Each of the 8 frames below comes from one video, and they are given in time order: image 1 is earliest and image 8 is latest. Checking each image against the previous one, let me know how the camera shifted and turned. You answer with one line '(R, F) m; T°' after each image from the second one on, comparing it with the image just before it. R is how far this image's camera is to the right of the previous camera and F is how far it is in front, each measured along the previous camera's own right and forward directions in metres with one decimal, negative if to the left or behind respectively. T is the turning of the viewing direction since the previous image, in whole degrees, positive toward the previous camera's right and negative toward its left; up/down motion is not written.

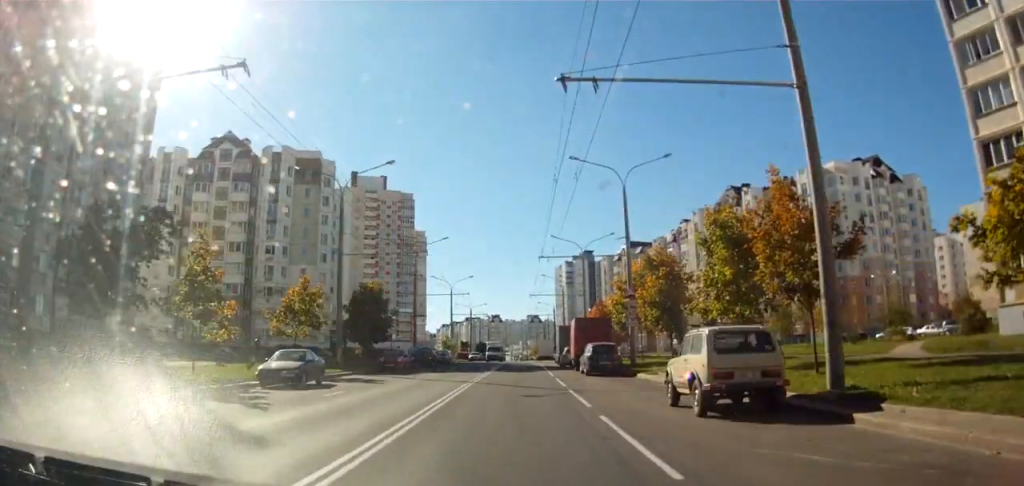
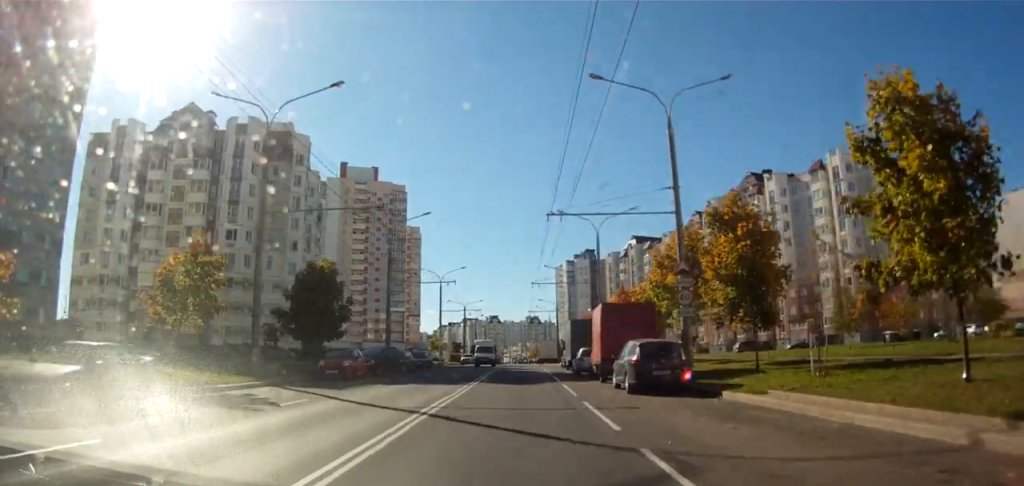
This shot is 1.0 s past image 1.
(0.0, +12.1) m; 0°
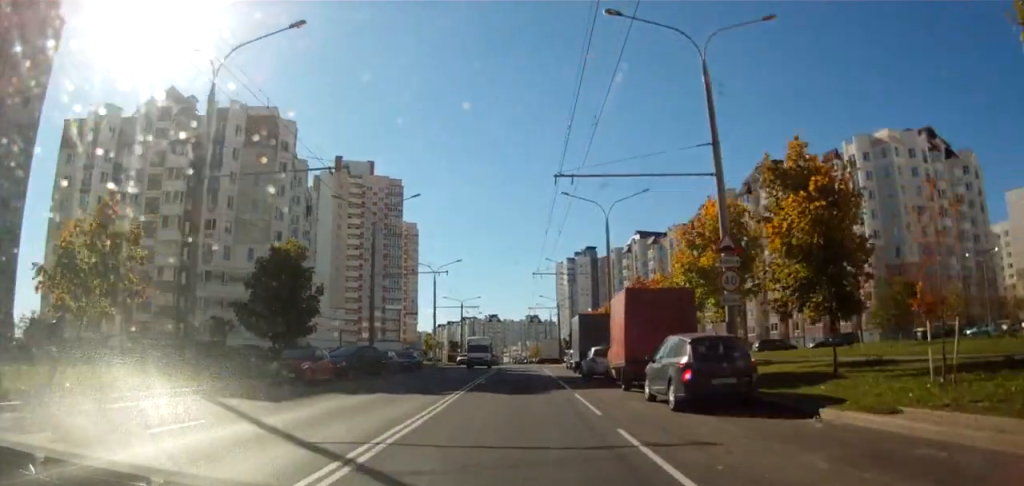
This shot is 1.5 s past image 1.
(0.0, +5.6) m; 0°
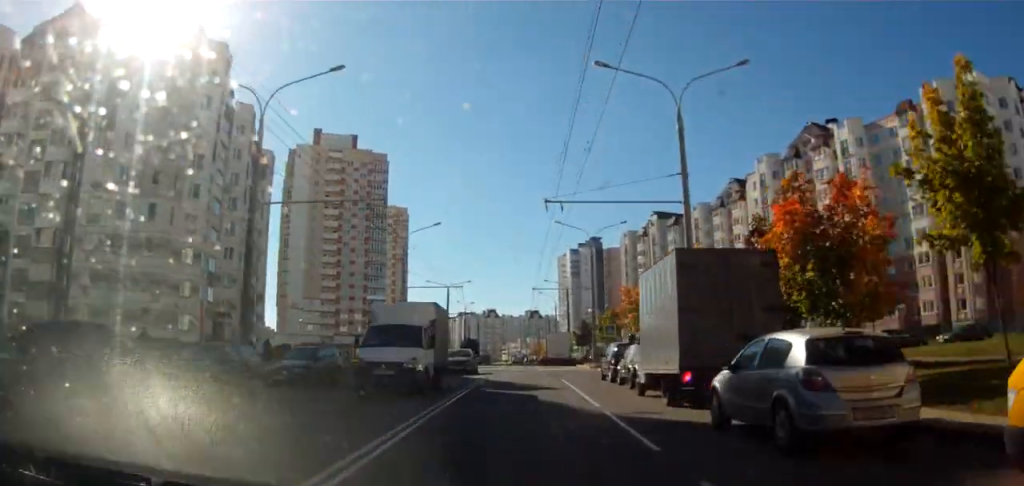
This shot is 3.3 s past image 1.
(0.0, +20.4) m; 0°
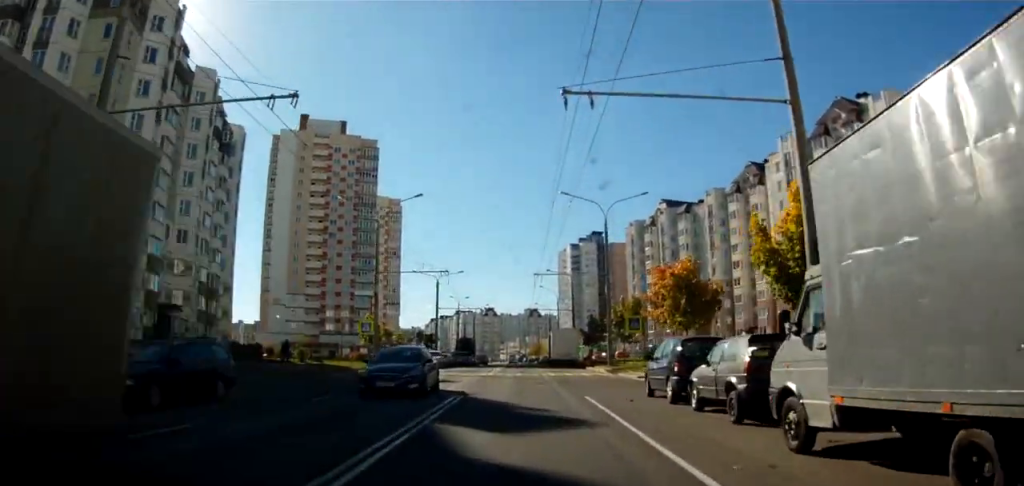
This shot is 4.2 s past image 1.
(0.0, +10.4) m; 0°
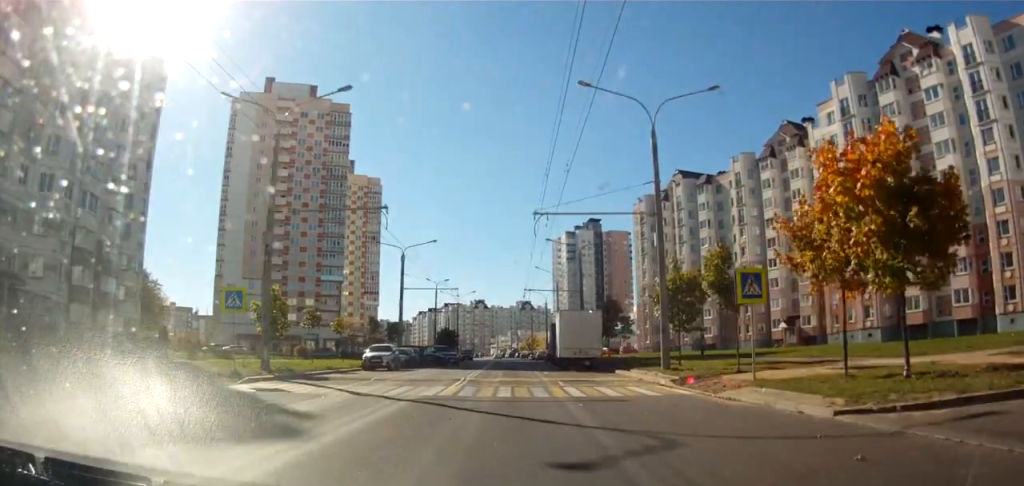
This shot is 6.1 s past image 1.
(0.0, +19.6) m; +1°
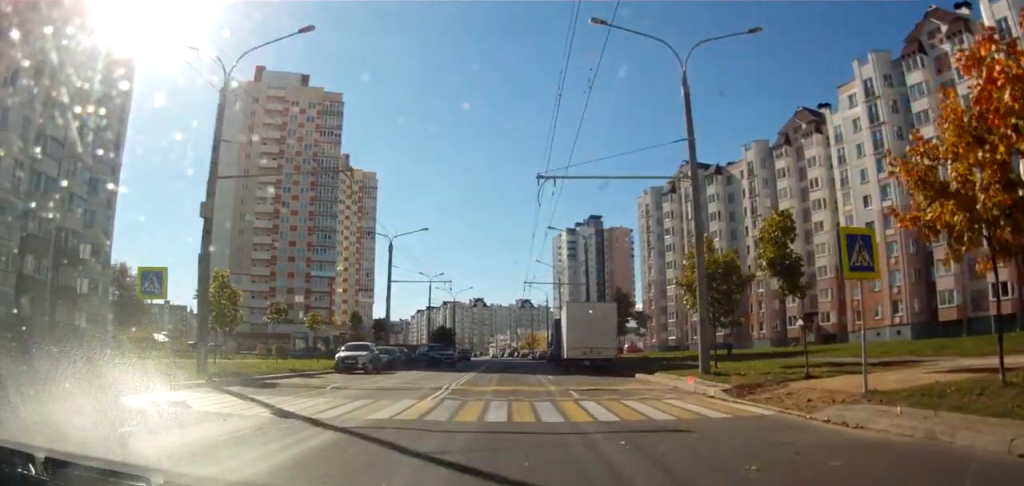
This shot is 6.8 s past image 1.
(+0.1, +6.1) m; +1°
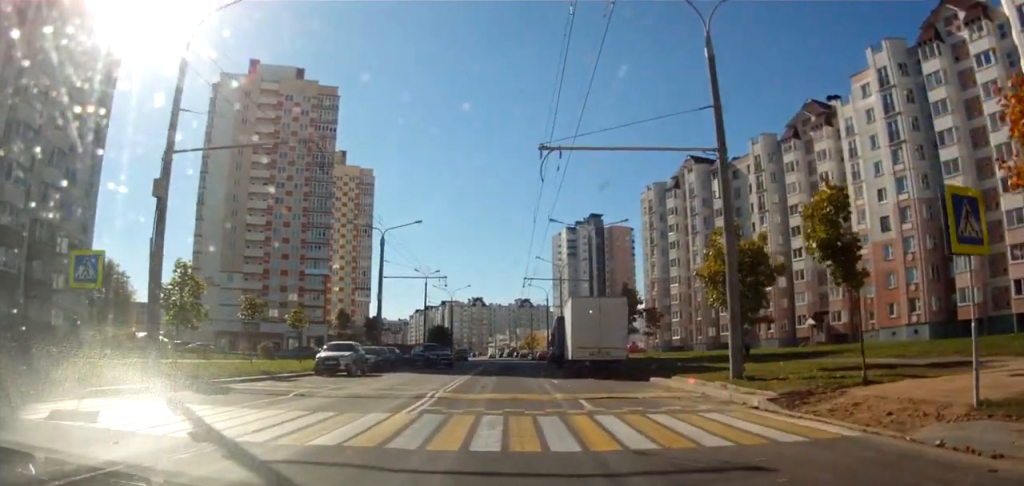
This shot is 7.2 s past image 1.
(0.0, +3.5) m; +1°
